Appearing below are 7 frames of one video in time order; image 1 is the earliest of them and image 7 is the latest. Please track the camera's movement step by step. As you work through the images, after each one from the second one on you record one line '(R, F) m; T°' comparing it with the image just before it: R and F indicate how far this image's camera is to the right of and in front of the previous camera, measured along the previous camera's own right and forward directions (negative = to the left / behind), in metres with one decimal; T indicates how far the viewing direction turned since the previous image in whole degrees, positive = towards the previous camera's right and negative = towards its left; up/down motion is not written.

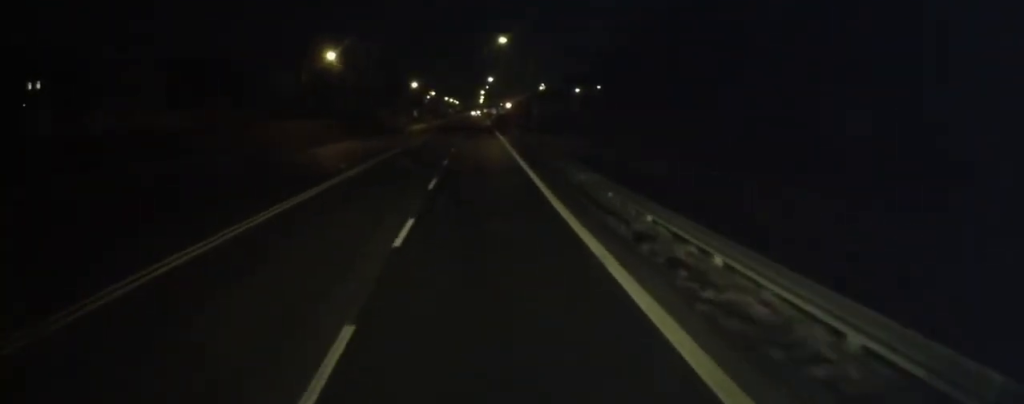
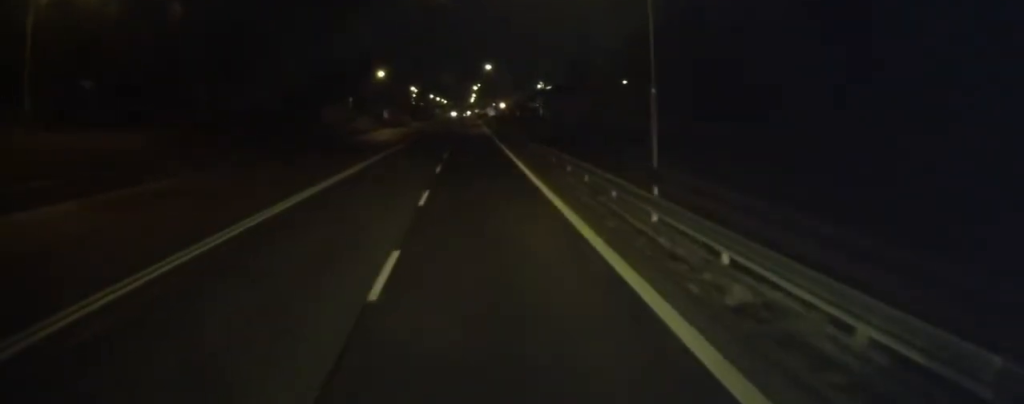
(+1.6, +40.4) m; +3°
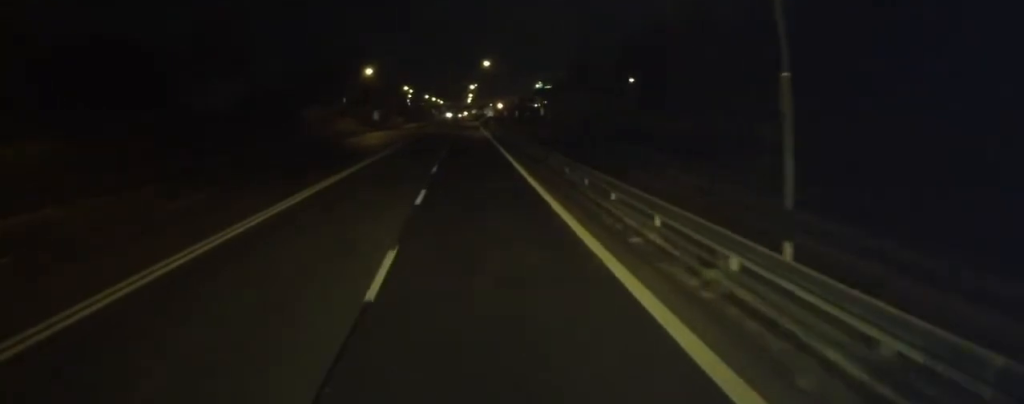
(-0.1, +8.6) m; 0°
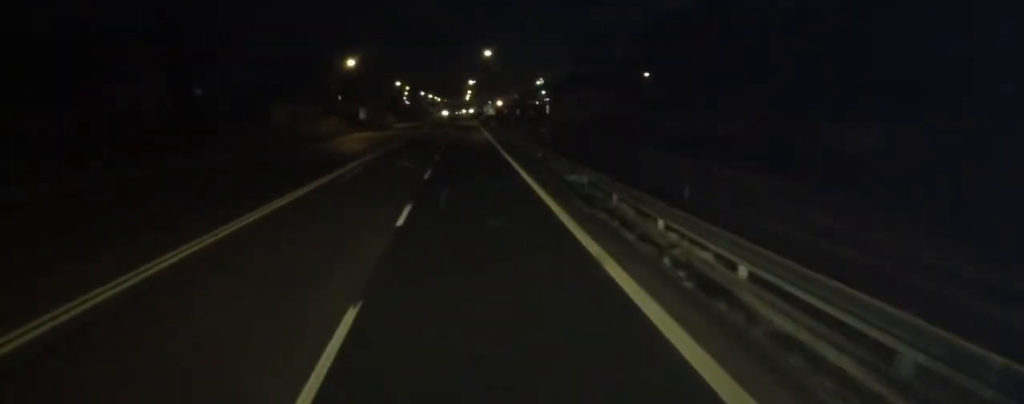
(-0.1, +12.6) m; +1°
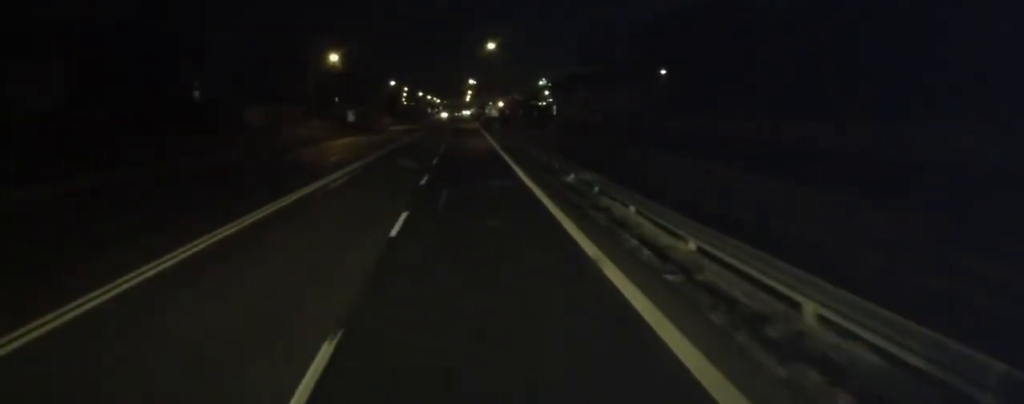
(0.0, +10.1) m; +1°
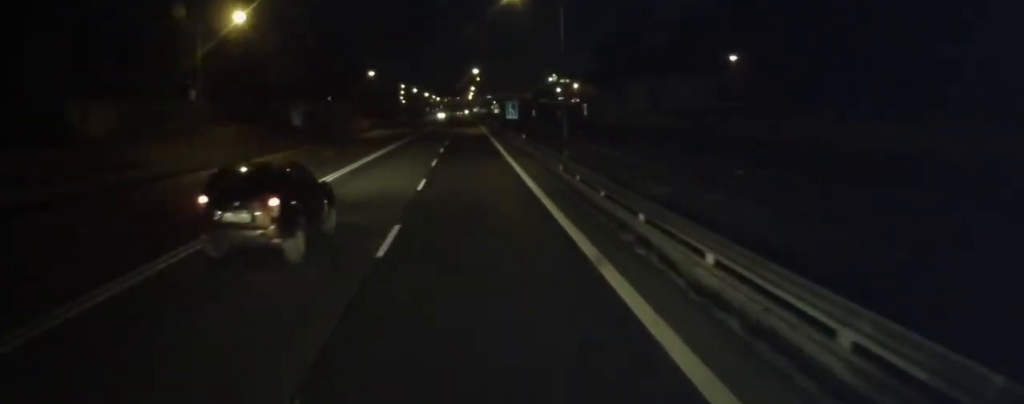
(-0.1, +29.2) m; -1°
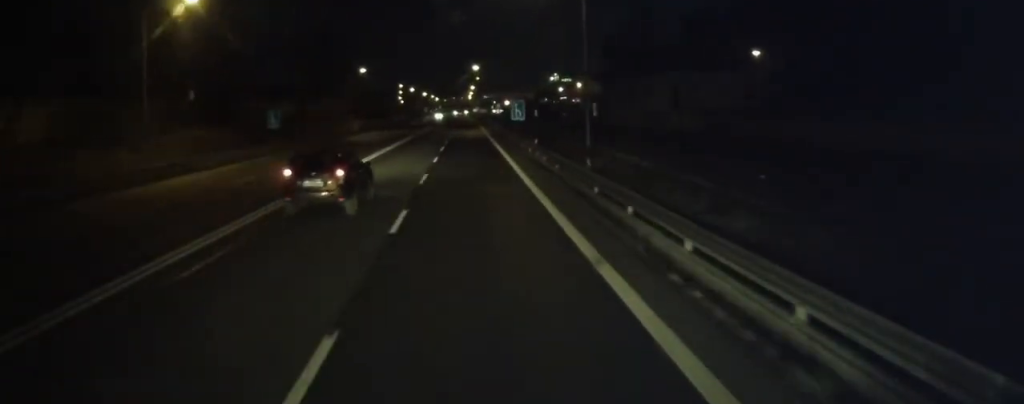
(+0.1, +7.0) m; 0°
